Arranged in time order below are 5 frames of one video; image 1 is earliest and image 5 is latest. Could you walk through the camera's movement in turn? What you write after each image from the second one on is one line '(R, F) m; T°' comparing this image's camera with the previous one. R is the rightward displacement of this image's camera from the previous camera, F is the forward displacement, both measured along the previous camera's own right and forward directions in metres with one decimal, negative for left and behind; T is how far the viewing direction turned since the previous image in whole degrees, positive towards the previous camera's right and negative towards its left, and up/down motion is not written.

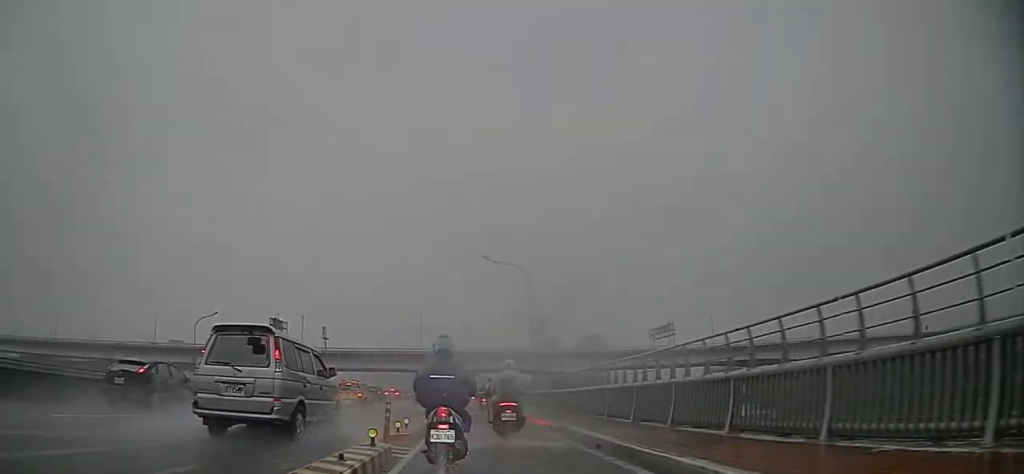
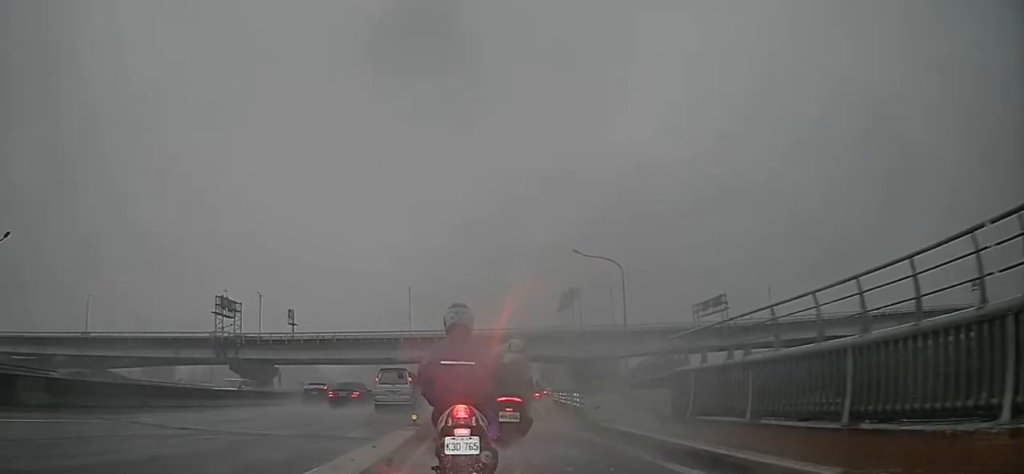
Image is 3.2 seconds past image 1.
(+0.3, +30.8) m; 0°
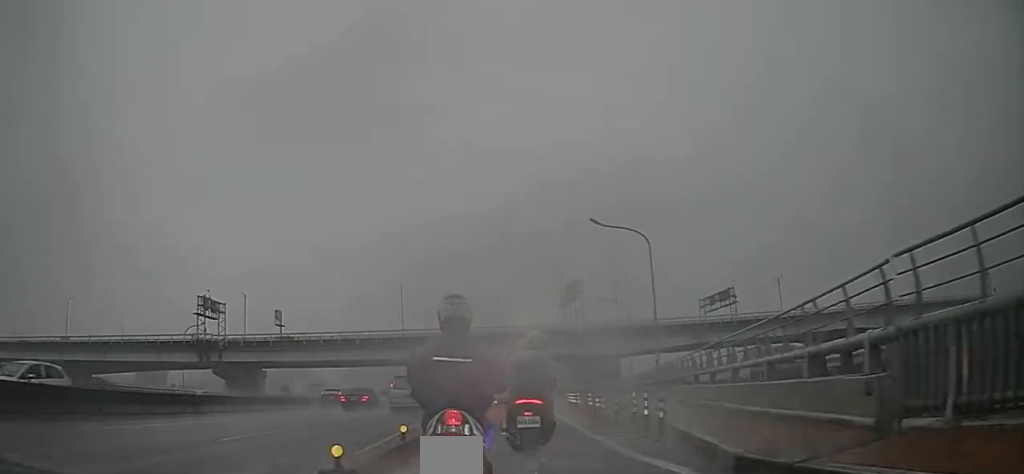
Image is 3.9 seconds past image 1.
(0.0, +6.4) m; 0°
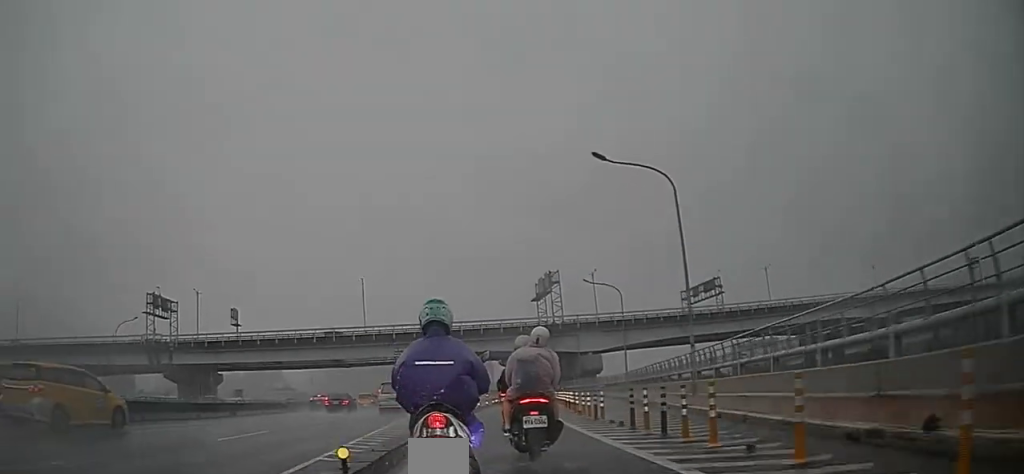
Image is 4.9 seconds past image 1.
(0.0, +8.6) m; 0°
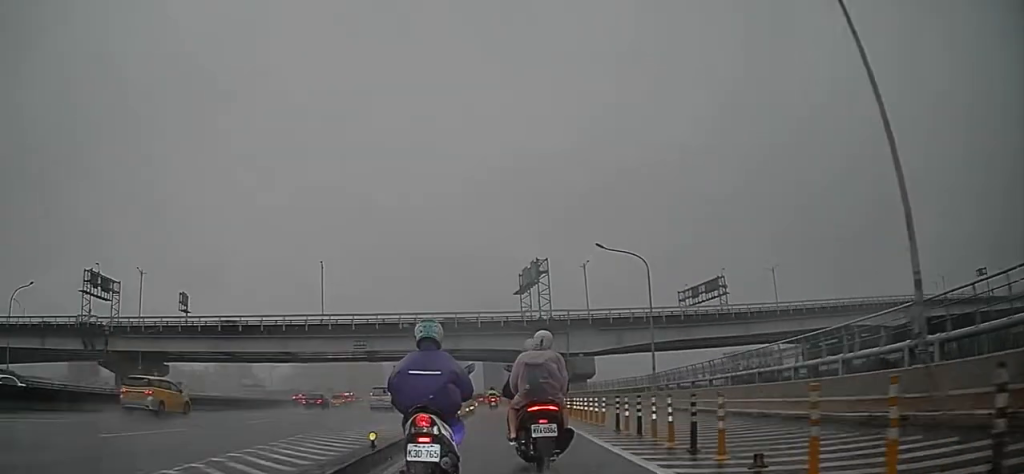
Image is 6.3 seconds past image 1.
(0.0, +12.9) m; +2°
